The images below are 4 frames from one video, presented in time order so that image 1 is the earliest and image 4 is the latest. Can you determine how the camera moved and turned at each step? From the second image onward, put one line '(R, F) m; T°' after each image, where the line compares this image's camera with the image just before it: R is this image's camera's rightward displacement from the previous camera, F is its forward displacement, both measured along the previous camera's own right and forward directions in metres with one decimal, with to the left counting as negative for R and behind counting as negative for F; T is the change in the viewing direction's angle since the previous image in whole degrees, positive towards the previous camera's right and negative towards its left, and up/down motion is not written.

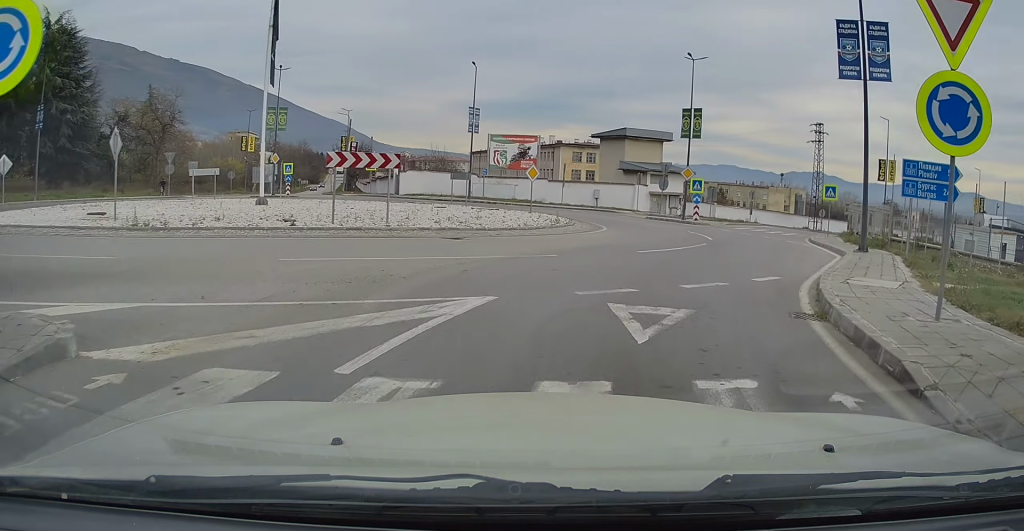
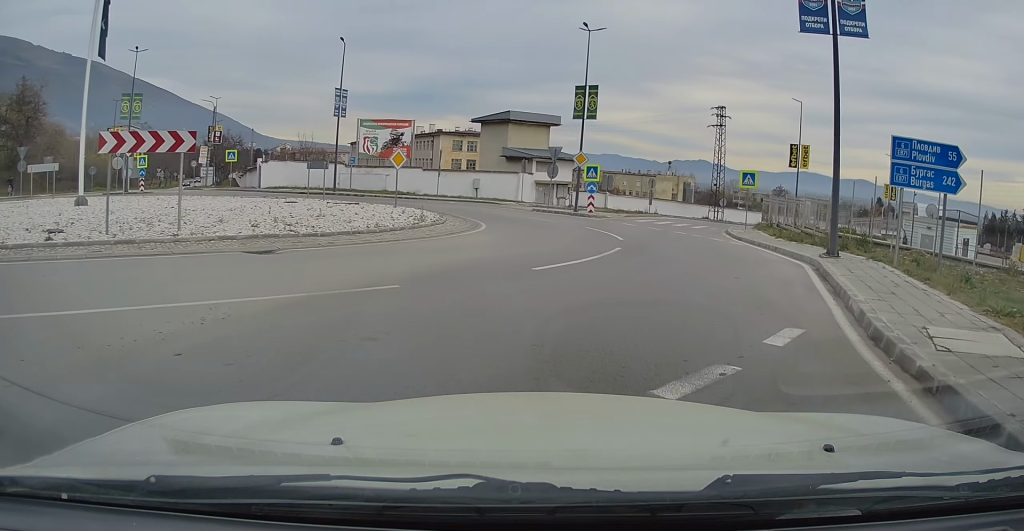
(+0.4, +5.2) m; +9°
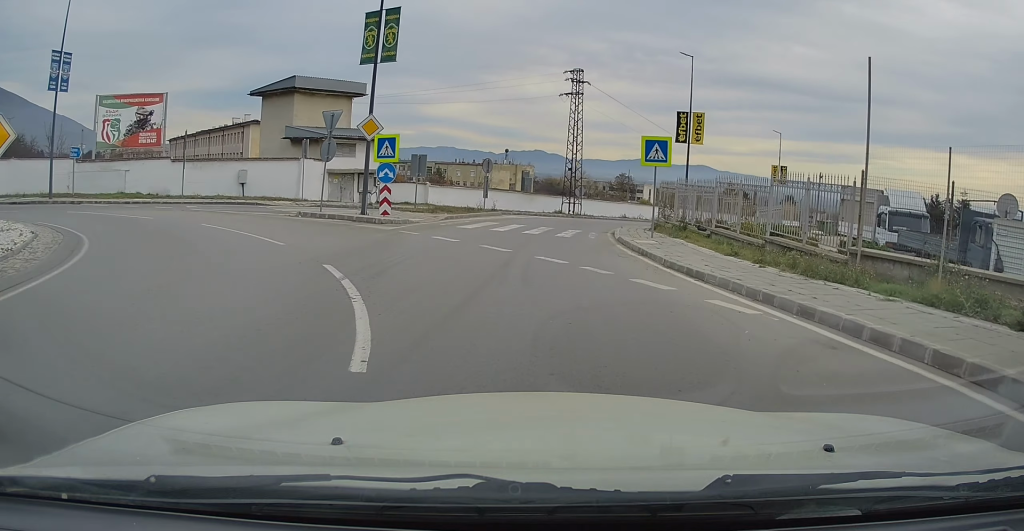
(+2.8, +13.7) m; +17°
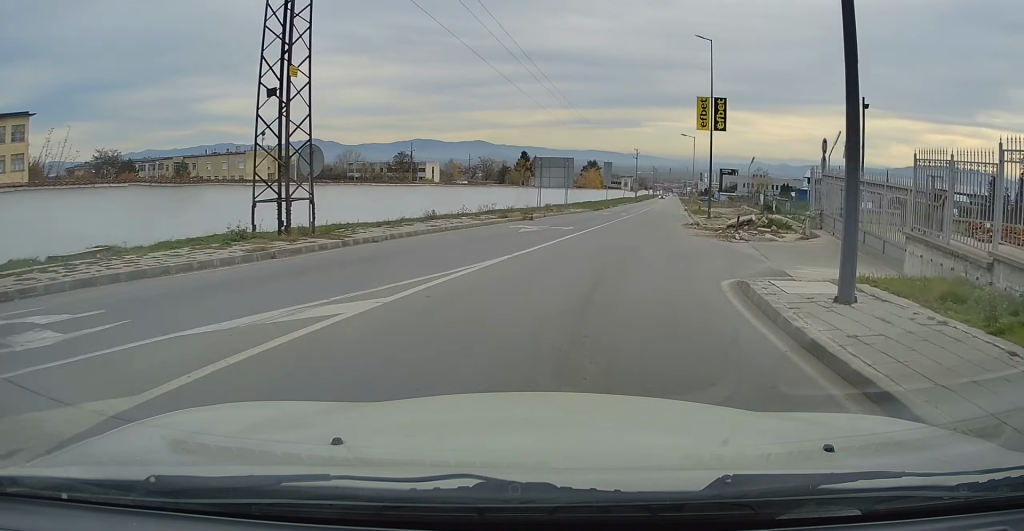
(+3.3, +33.2) m; +18°
